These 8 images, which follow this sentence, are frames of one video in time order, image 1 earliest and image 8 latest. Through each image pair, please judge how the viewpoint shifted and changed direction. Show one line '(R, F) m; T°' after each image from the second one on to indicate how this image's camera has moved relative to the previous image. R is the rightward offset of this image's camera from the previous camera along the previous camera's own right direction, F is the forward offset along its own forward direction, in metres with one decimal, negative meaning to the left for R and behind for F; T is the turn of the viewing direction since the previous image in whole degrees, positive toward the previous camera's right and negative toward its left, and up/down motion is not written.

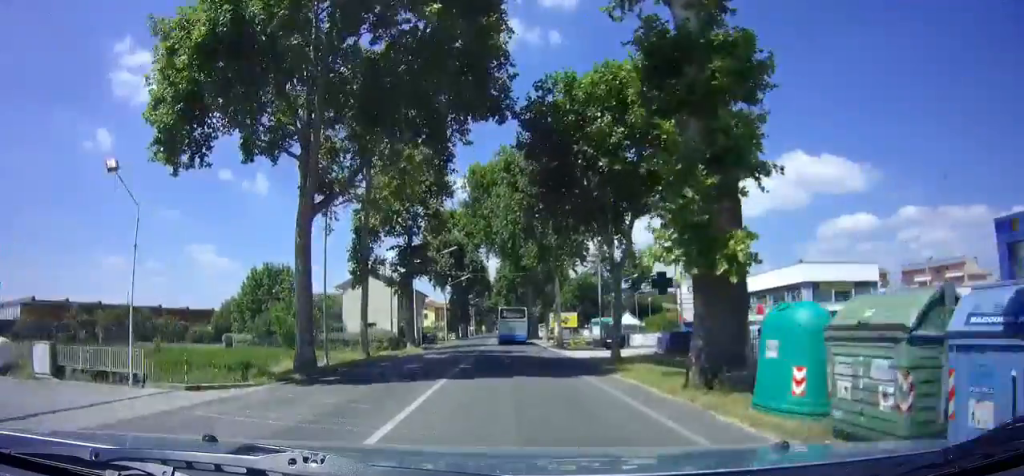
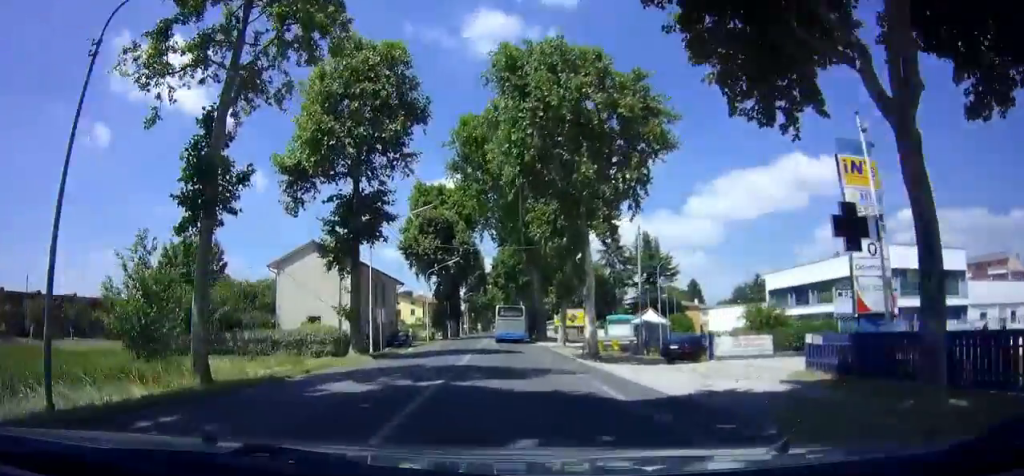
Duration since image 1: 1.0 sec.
(-0.1, +16.1) m; 0°
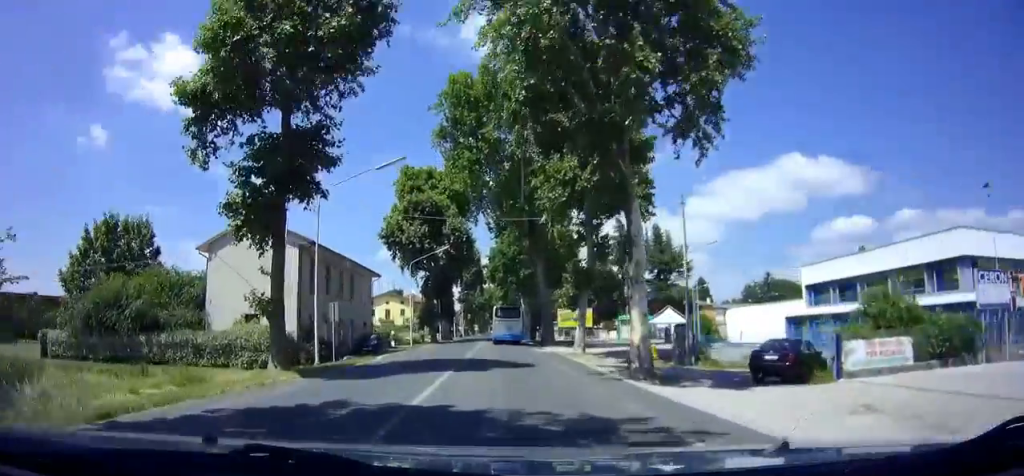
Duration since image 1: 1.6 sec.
(0.0, +9.4) m; 0°
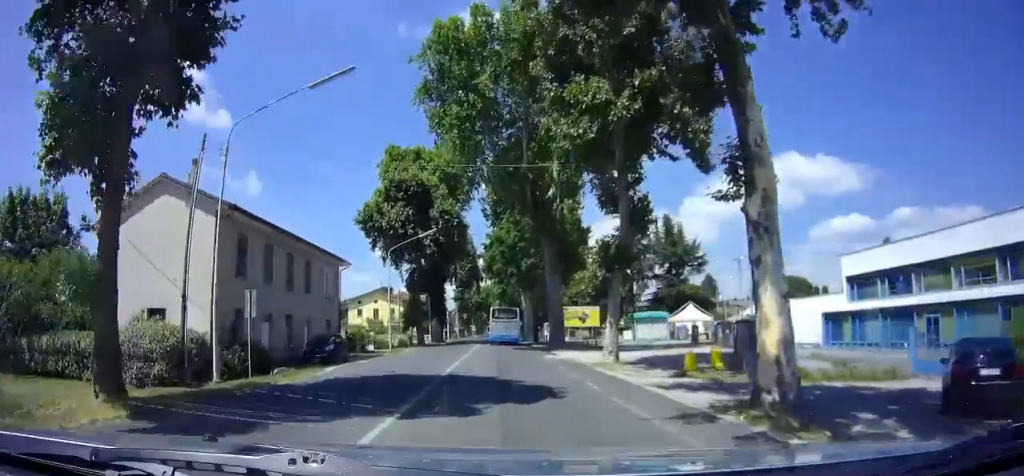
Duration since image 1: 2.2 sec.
(0.0, +8.3) m; 0°
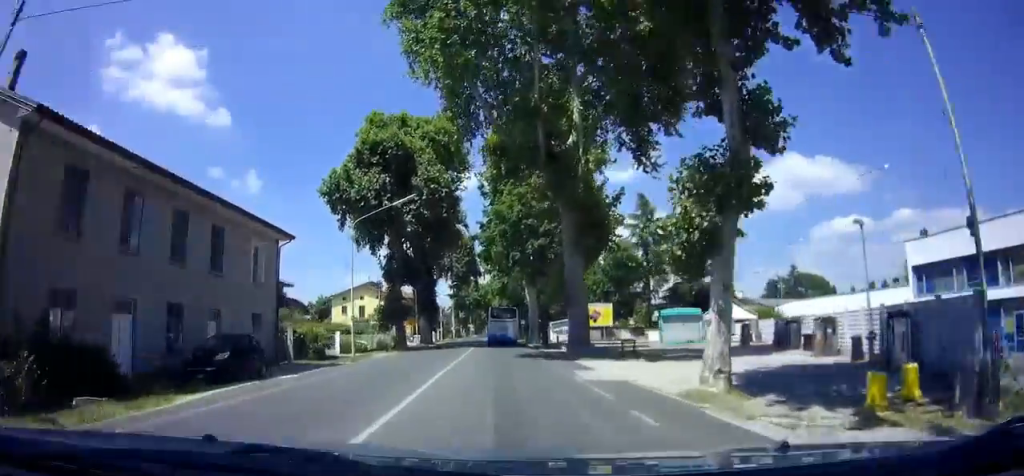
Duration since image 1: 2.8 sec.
(0.0, +9.9) m; 0°
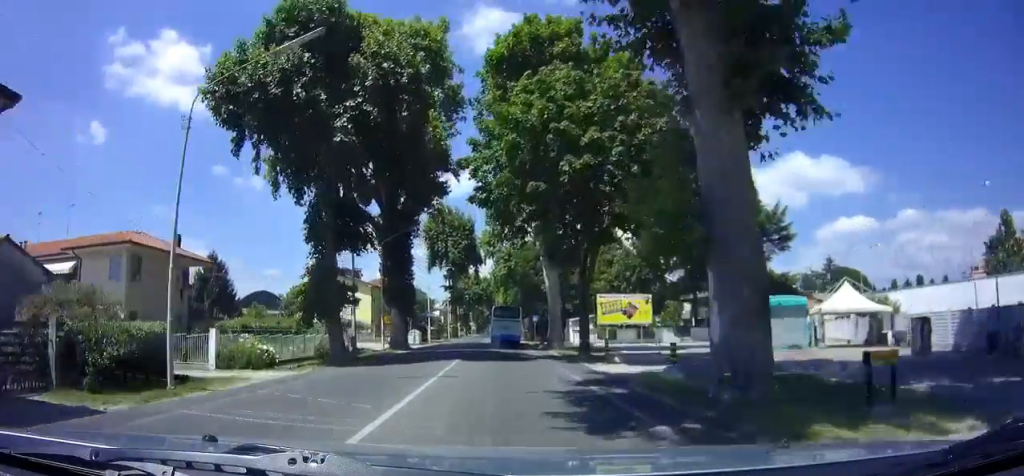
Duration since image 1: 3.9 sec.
(0.0, +17.1) m; 0°
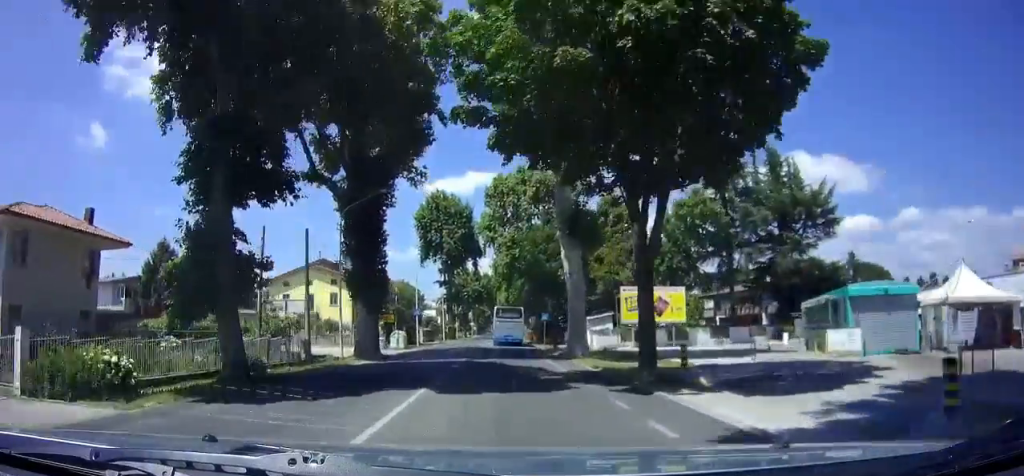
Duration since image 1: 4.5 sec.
(+0.1, +10.0) m; 0°
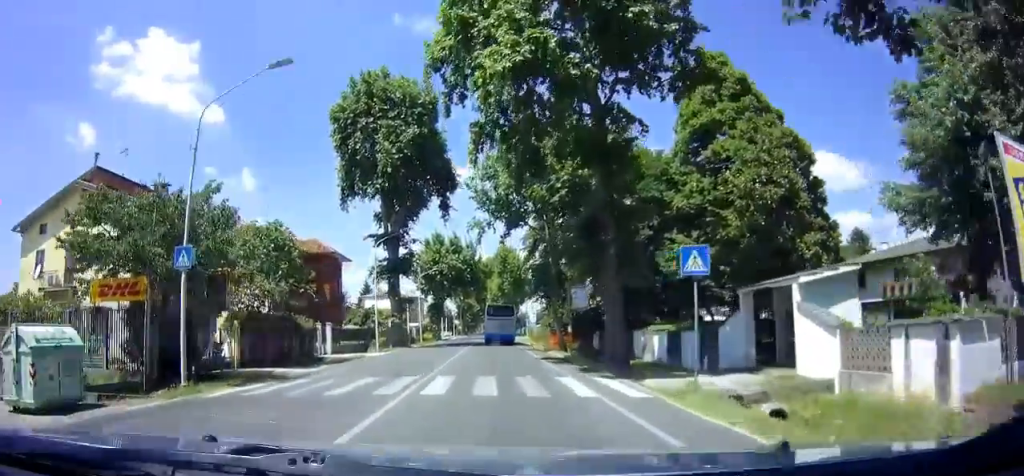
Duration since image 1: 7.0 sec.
(-0.1, +38.2) m; 0°
